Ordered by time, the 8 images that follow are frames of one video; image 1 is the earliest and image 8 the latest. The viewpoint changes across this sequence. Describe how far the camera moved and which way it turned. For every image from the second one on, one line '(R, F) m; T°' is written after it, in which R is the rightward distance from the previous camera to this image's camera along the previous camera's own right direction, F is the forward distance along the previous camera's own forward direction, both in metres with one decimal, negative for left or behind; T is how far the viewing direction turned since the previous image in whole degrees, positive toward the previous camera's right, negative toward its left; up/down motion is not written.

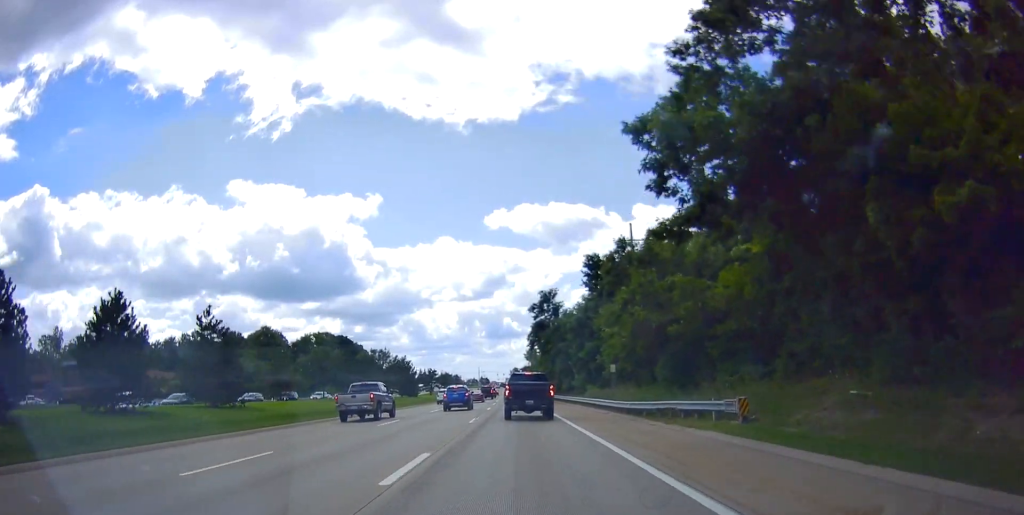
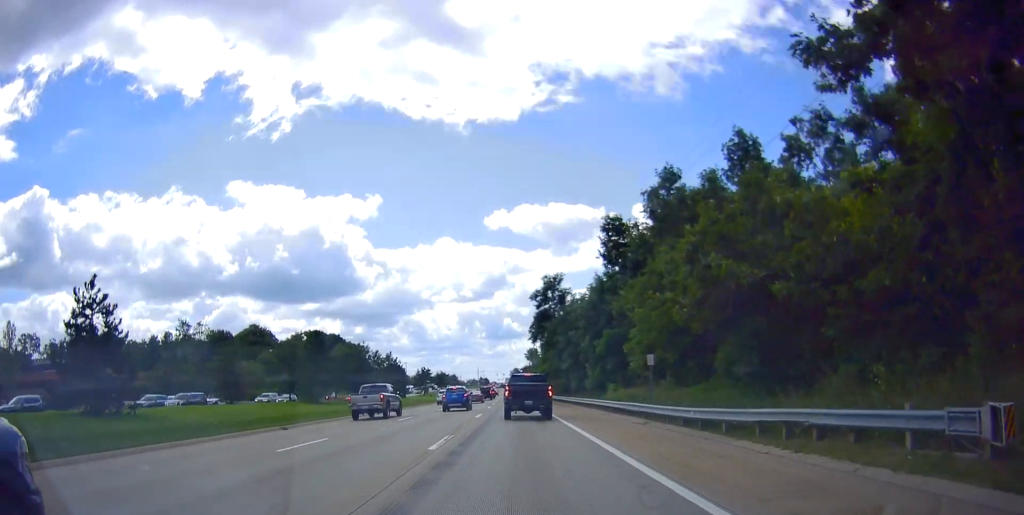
(-0.3, +11.5) m; 0°
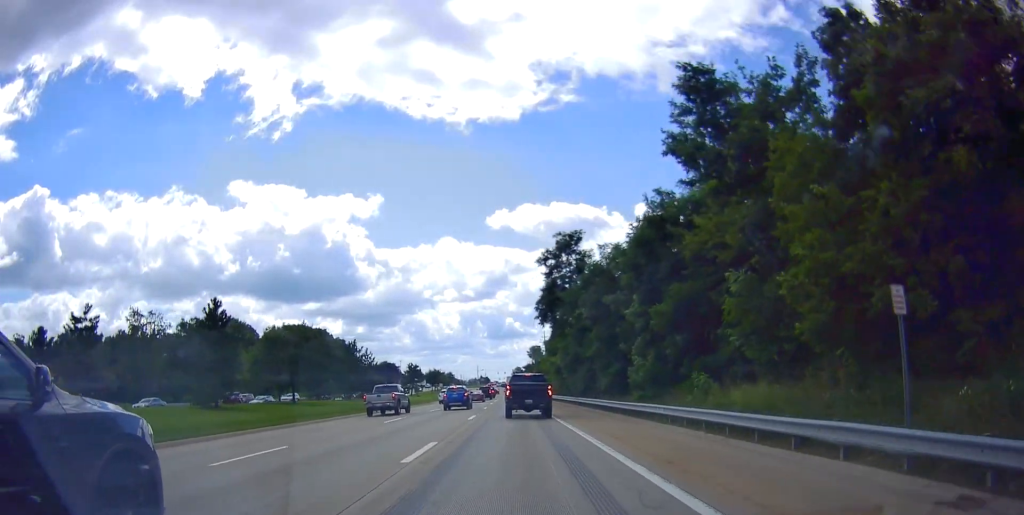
(+0.7, +19.7) m; +2°
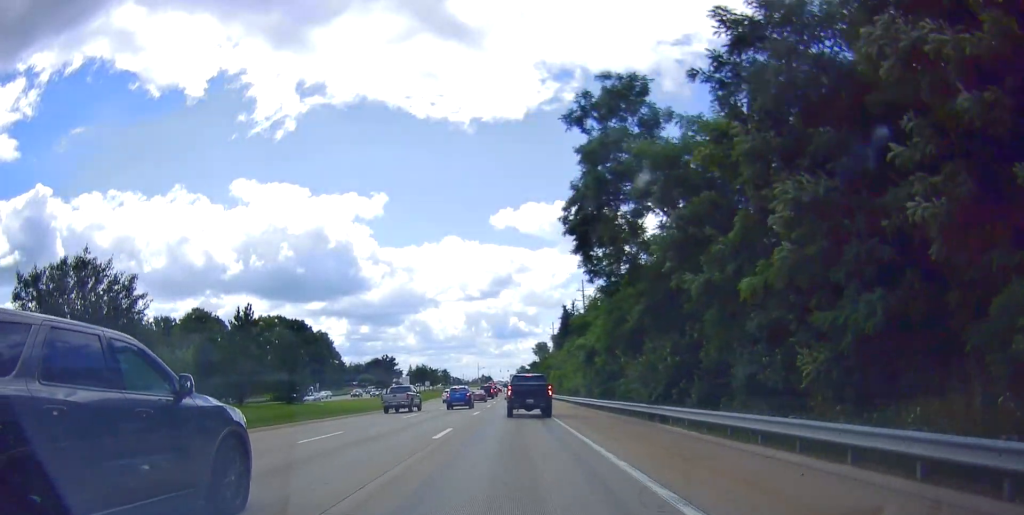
(0.0, +26.8) m; 0°
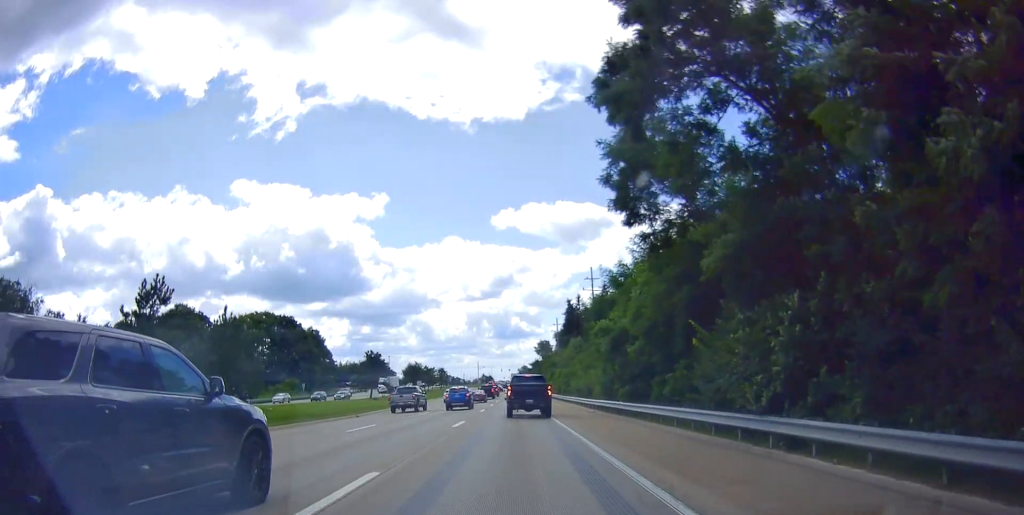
(0.0, +10.5) m; 0°
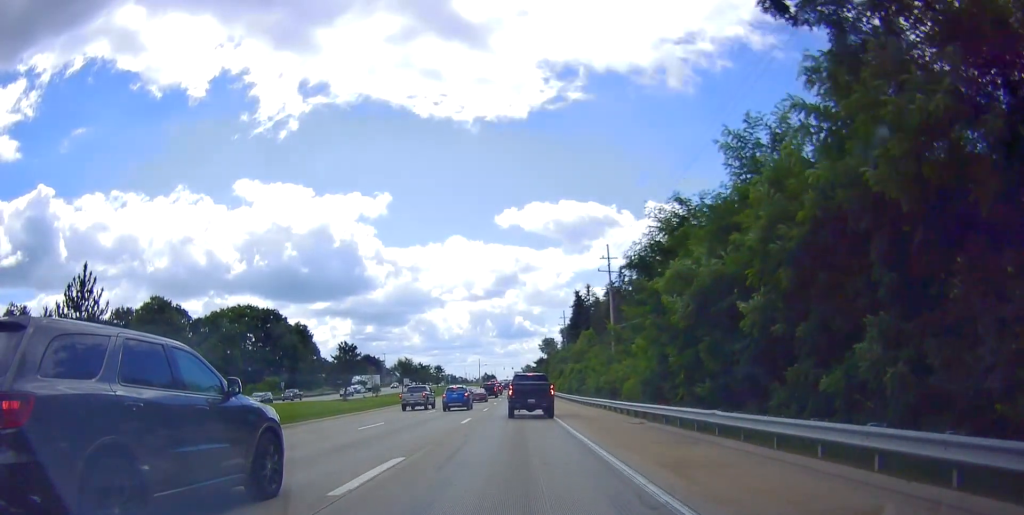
(0.0, +14.1) m; 0°
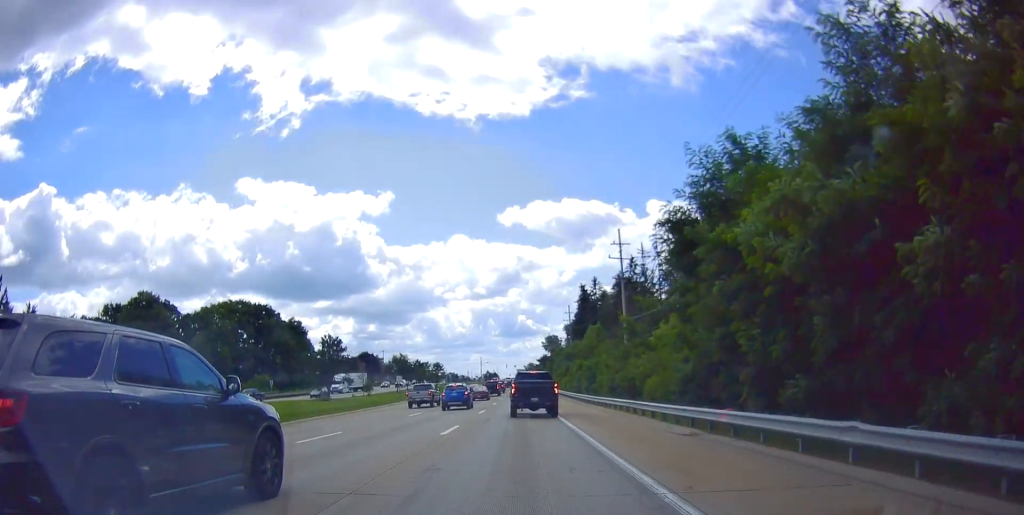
(0.0, +7.2) m; 0°
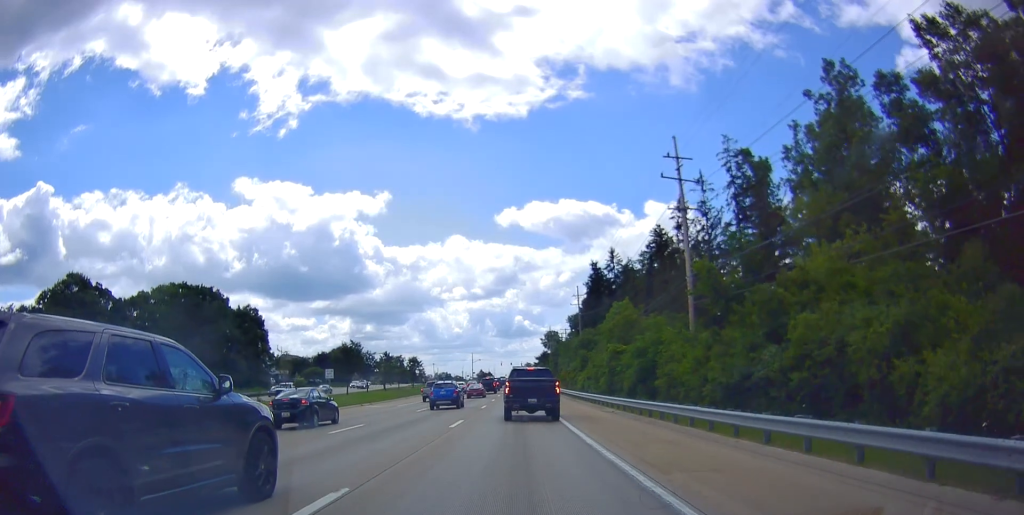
(-0.8, +33.6) m; -1°
